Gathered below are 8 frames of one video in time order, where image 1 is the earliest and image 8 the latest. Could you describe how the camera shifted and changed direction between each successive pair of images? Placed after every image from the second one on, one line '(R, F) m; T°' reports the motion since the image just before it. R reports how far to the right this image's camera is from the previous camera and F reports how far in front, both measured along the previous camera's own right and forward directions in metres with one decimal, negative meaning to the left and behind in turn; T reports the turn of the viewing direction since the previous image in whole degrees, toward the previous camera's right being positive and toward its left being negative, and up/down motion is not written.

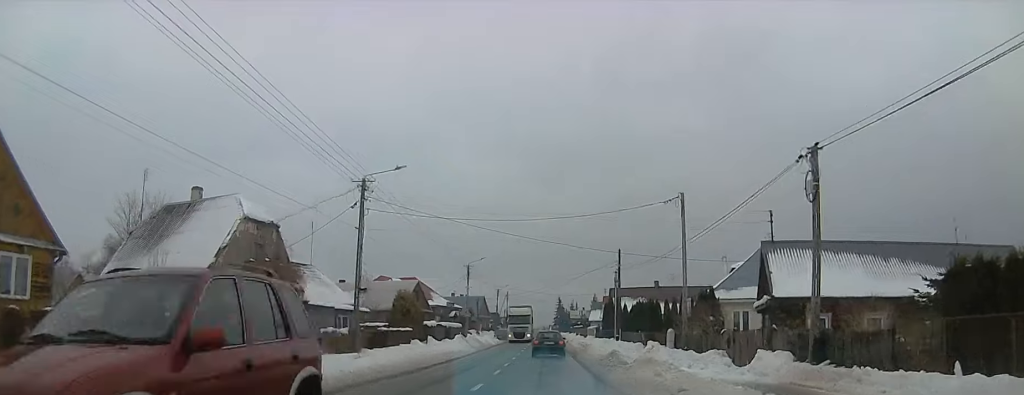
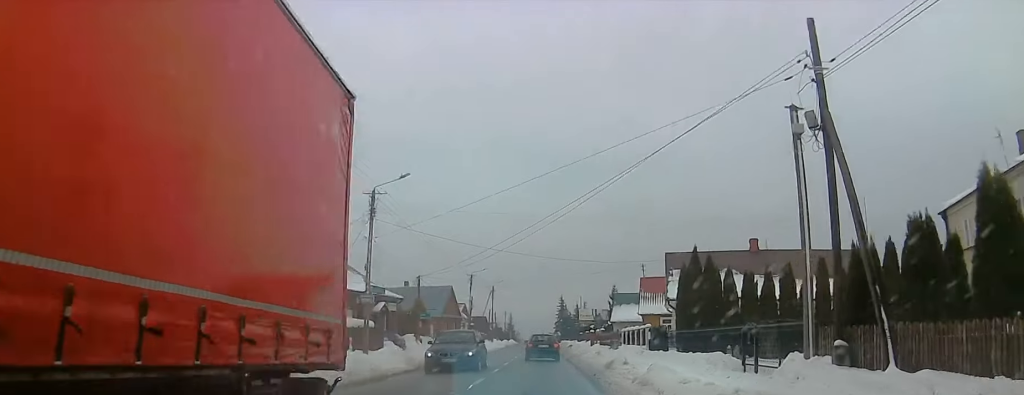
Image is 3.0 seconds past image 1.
(0.0, +39.1) m; 0°
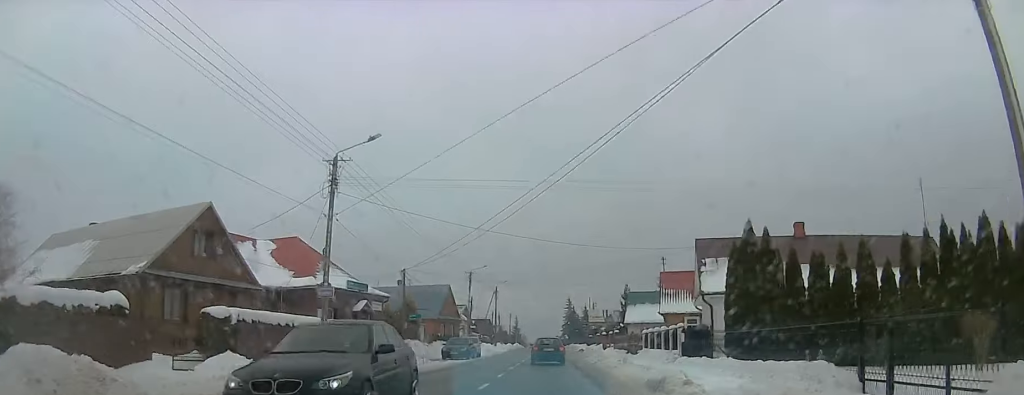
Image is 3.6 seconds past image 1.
(+0.4, +7.2) m; 0°
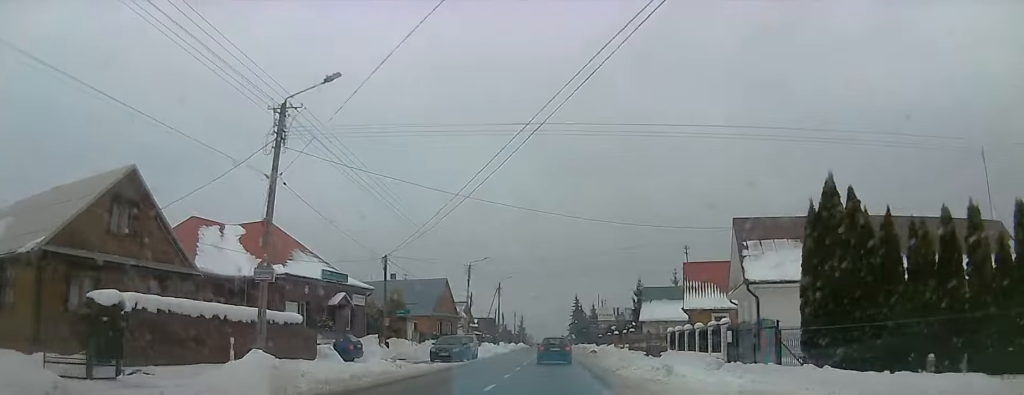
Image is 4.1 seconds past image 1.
(-0.4, +6.3) m; -2°
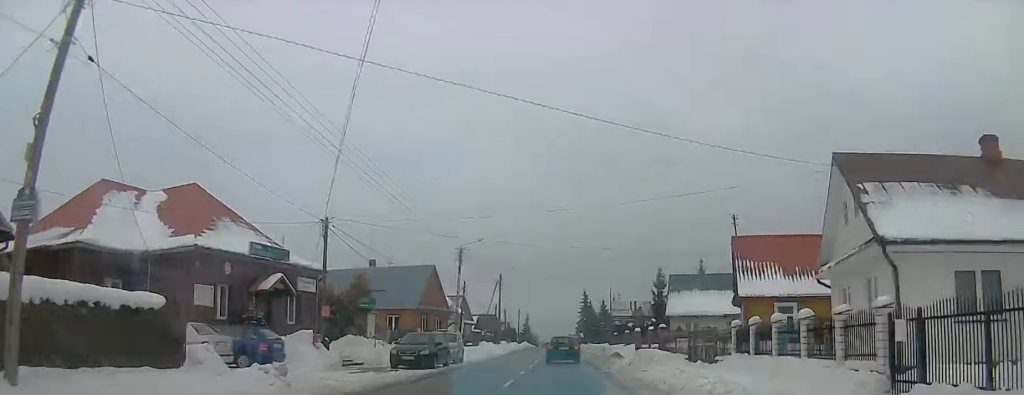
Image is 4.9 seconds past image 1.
(-0.3, +10.6) m; 0°
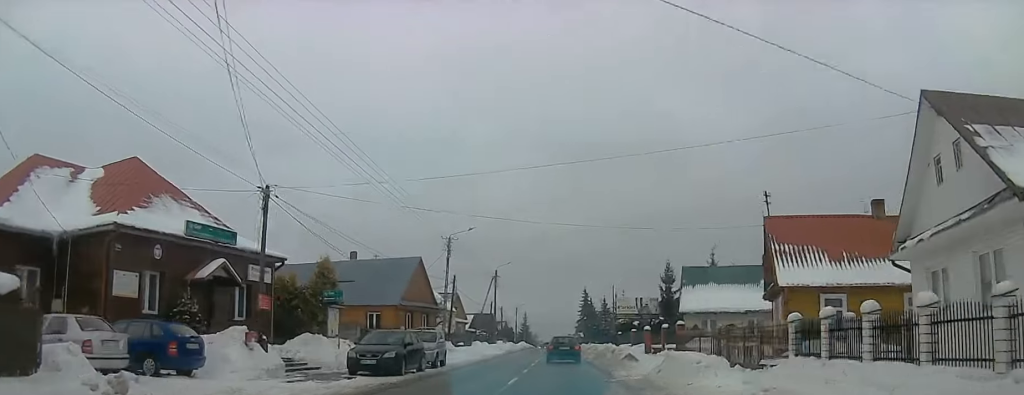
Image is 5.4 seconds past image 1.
(-0.1, +5.5) m; +2°
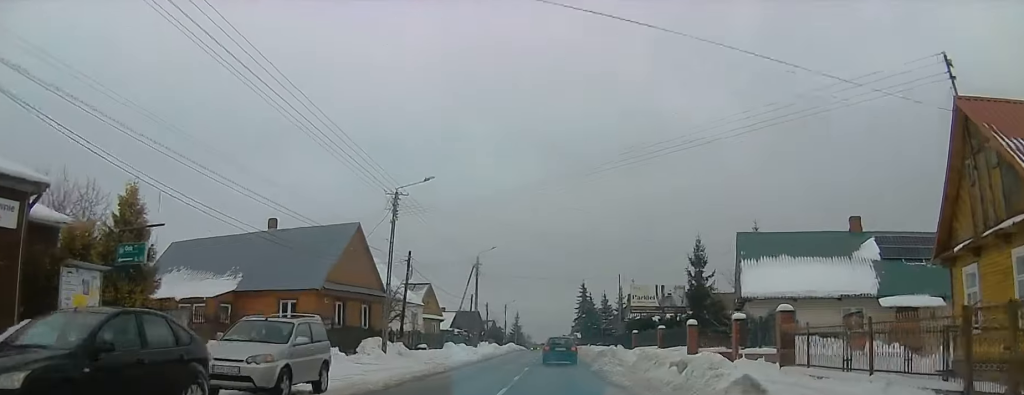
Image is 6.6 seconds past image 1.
(+0.9, +15.2) m; 0°
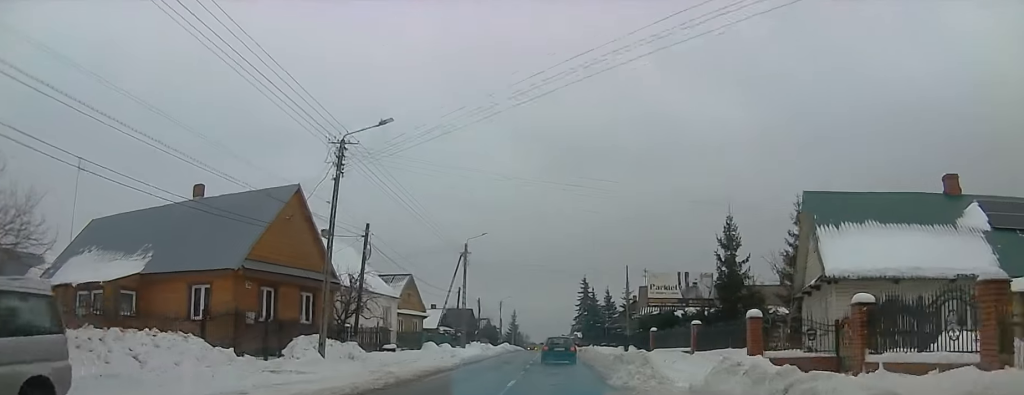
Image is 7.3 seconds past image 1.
(-0.6, +8.9) m; -3°
